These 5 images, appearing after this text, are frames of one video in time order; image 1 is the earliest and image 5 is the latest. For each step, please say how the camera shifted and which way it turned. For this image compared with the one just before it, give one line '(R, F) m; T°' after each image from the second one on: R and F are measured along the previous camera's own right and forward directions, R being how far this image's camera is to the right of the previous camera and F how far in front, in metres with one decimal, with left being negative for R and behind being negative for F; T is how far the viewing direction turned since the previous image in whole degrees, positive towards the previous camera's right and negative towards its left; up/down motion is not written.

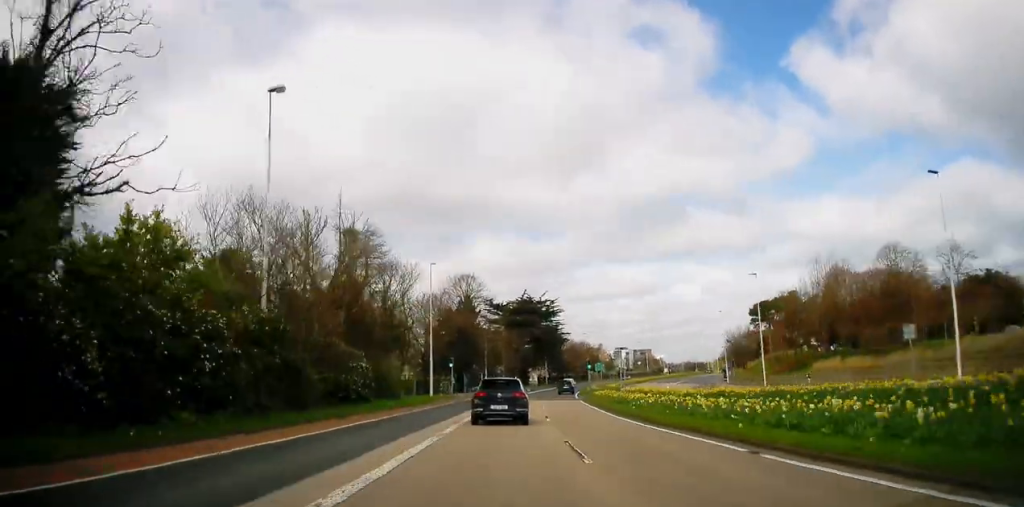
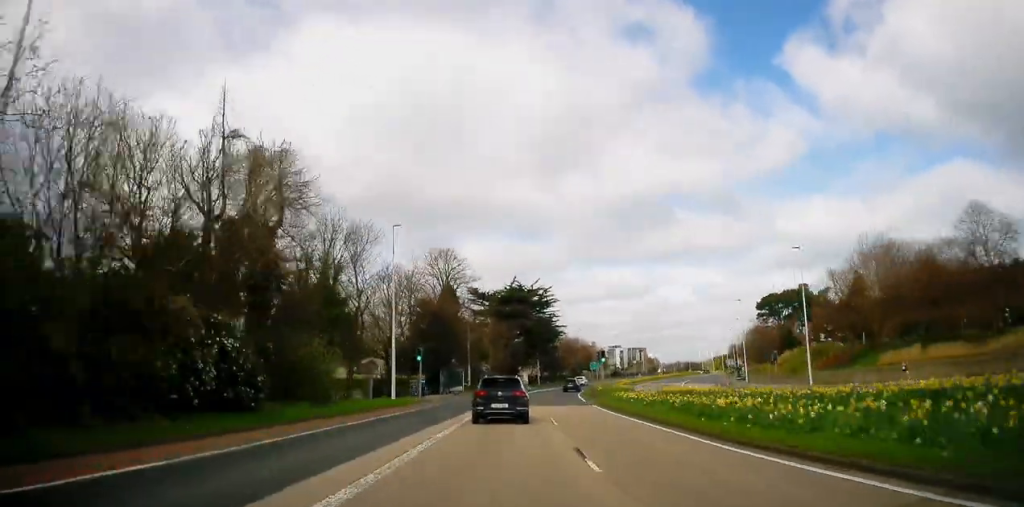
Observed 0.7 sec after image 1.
(+0.2, +13.0) m; +1°
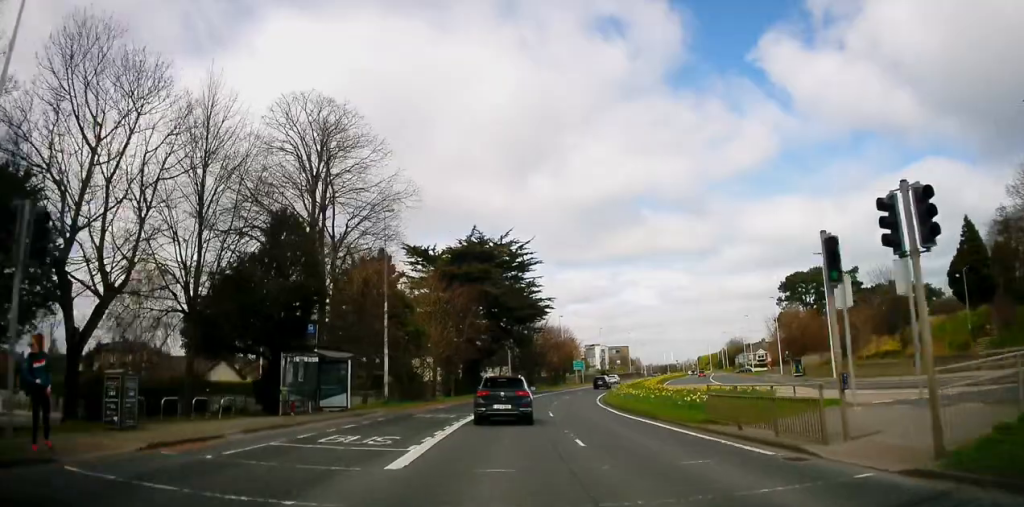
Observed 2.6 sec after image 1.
(+1.1, +33.5) m; +4°
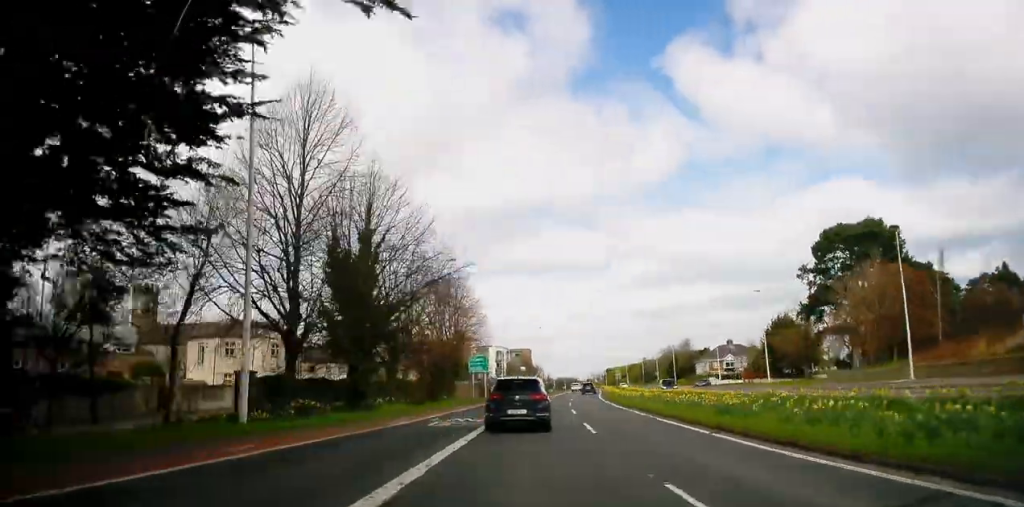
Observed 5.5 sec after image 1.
(+2.7, +54.8) m; +8°
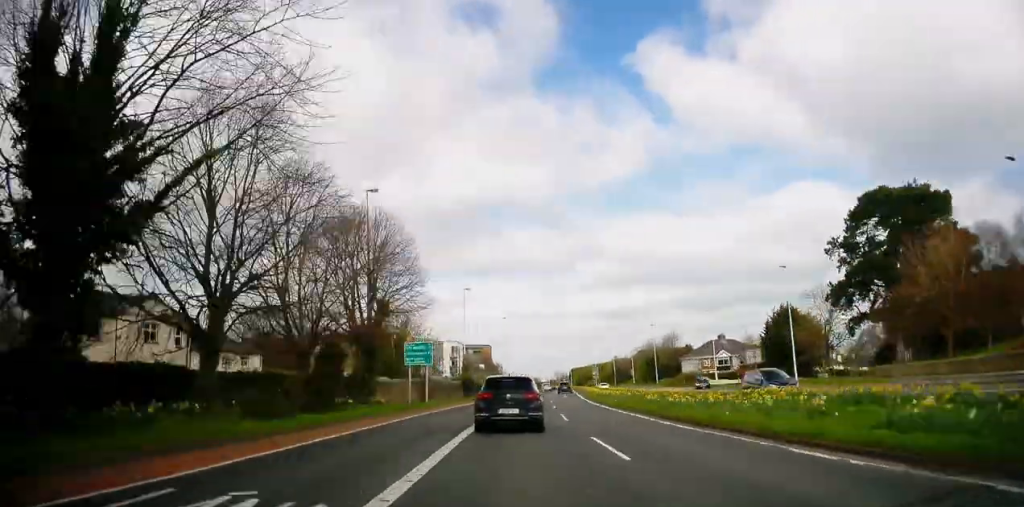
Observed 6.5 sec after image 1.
(+0.8, +18.5) m; +4°
